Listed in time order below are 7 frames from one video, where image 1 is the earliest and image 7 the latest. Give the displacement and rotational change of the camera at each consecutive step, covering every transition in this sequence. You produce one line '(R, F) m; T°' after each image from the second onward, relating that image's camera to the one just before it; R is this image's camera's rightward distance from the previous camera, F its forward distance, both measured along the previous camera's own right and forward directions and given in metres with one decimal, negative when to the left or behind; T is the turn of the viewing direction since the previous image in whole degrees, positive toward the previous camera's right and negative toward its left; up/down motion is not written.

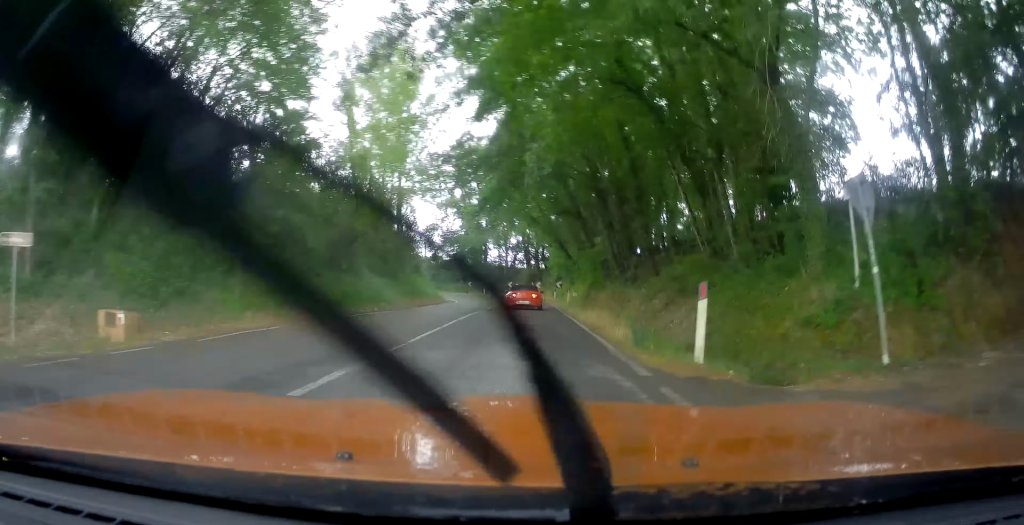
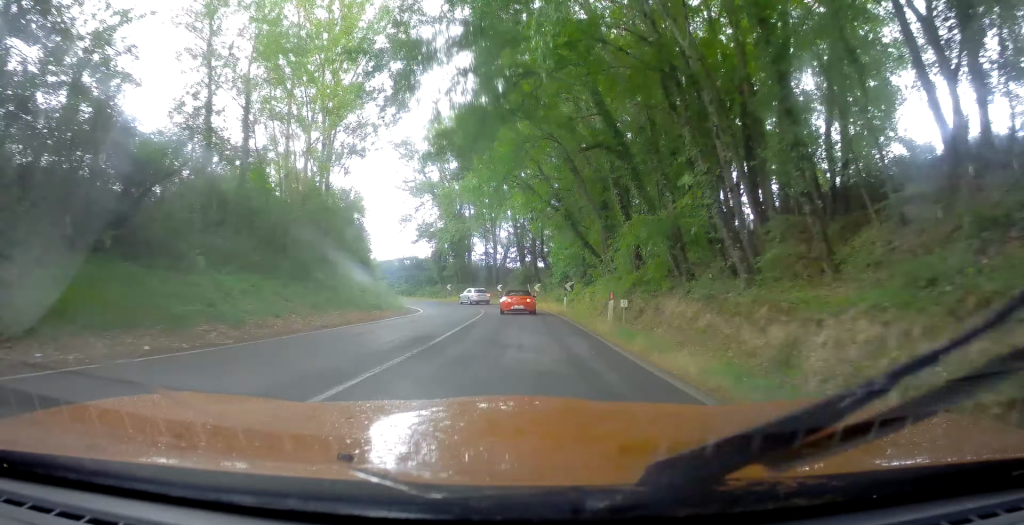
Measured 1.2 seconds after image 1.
(-0.1, +16.7) m; 0°
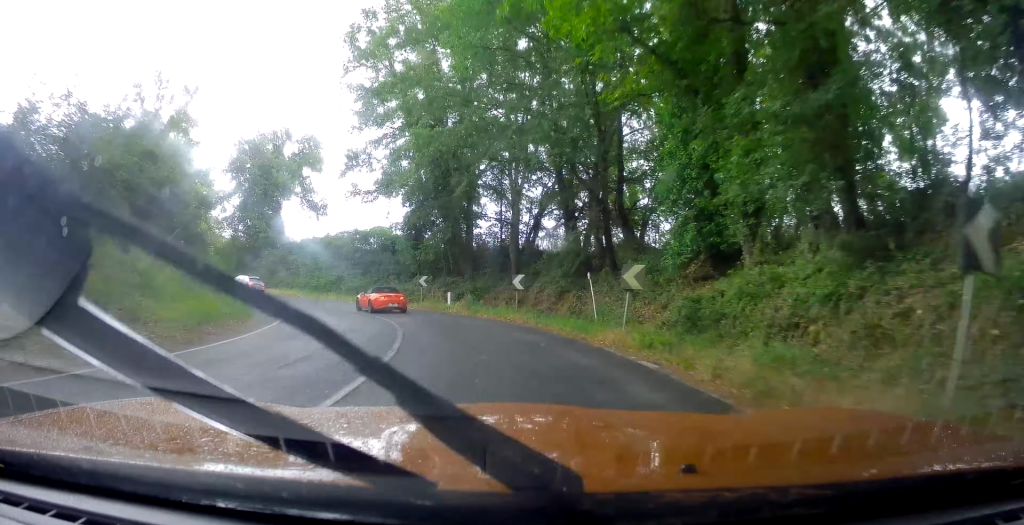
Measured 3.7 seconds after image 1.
(-1.1, +31.2) m; -9°
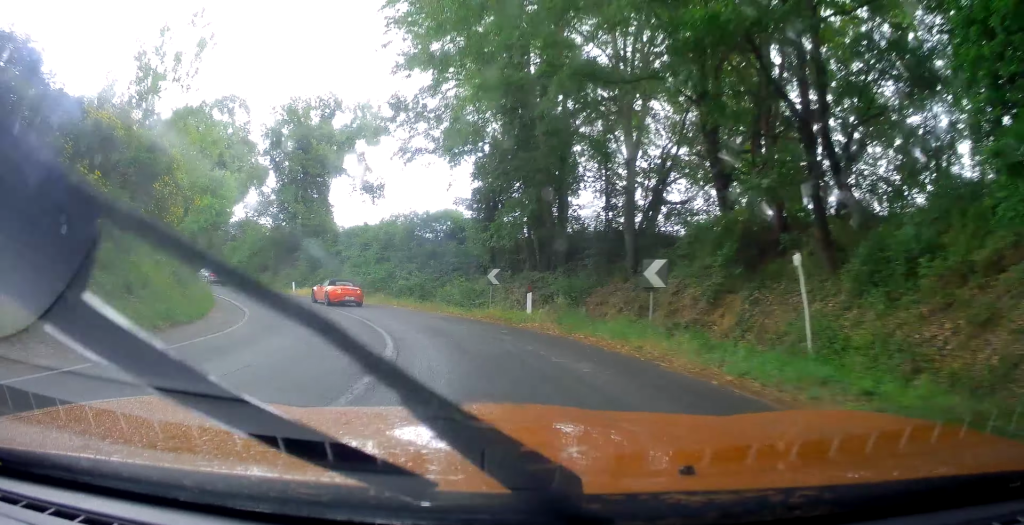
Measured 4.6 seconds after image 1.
(-0.7, +10.9) m; -11°
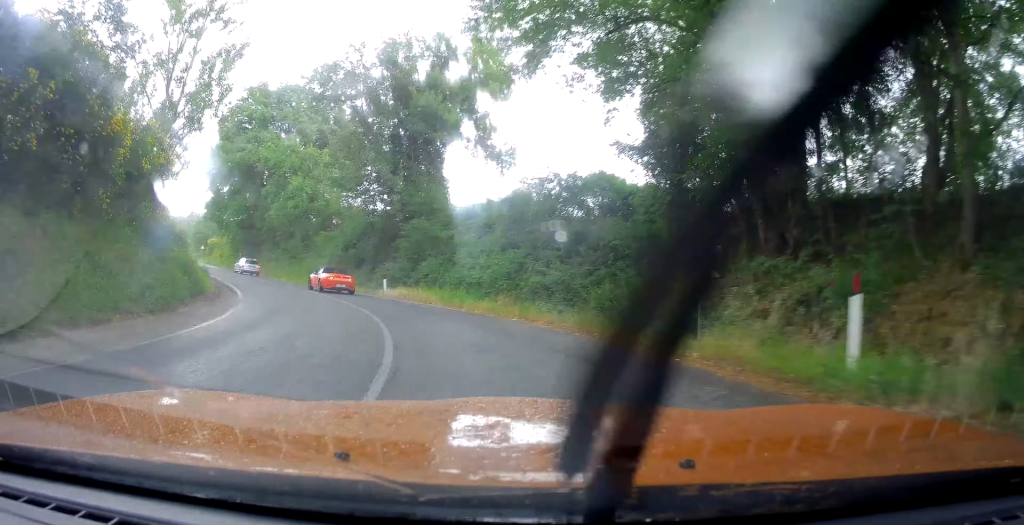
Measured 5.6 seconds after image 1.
(-1.8, +11.9) m; -15°
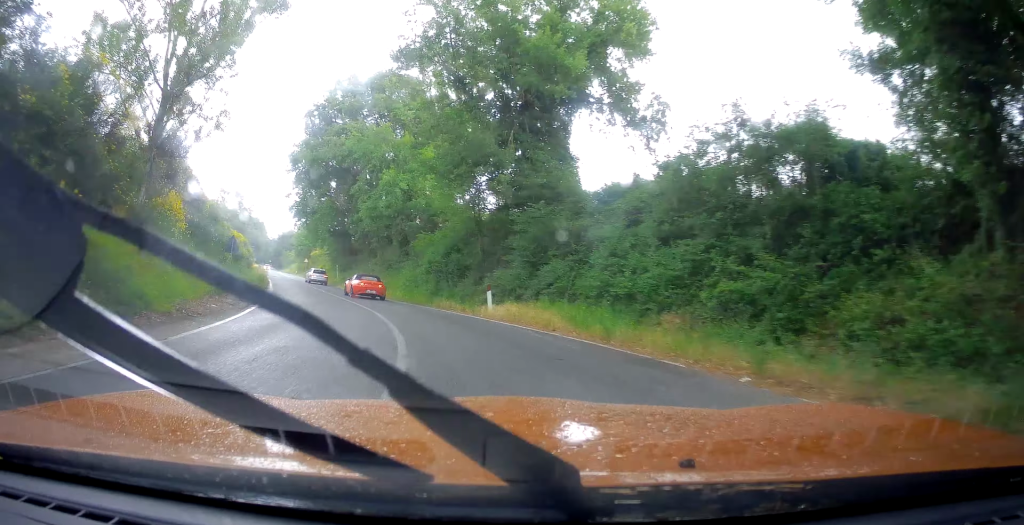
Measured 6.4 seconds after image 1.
(-0.4, +9.2) m; -10°
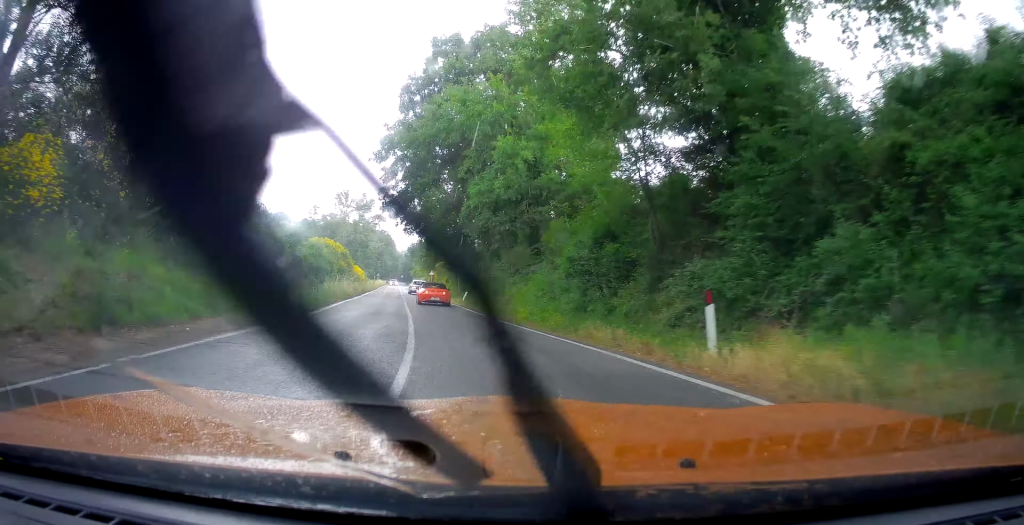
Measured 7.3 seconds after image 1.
(-1.6, +12.1) m; -10°
